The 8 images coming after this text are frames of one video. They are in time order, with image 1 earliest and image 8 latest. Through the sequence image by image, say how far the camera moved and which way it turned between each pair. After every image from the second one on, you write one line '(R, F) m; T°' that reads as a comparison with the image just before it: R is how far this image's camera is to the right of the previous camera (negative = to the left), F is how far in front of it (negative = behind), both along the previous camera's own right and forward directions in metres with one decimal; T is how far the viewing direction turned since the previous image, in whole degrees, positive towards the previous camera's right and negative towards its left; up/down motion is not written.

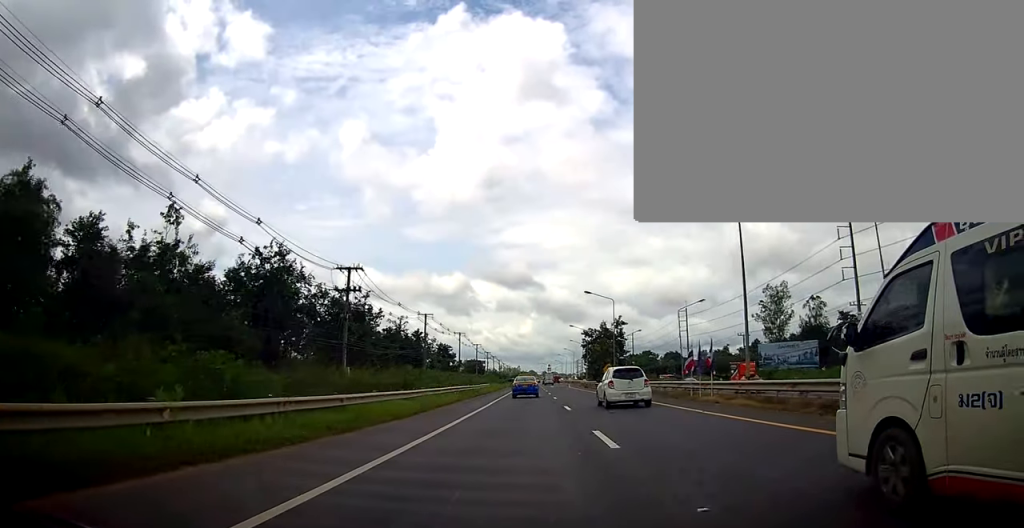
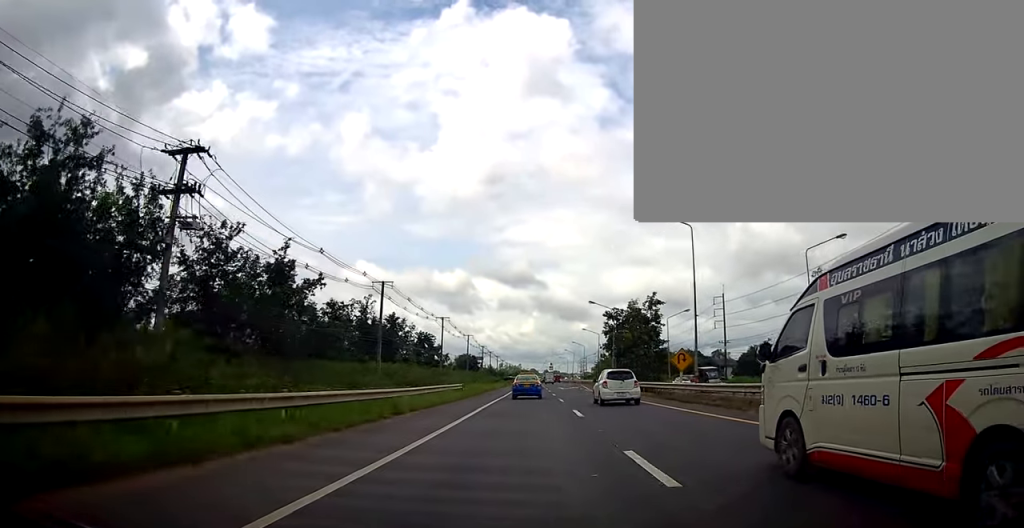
(-0.3, +27.3) m; +2°
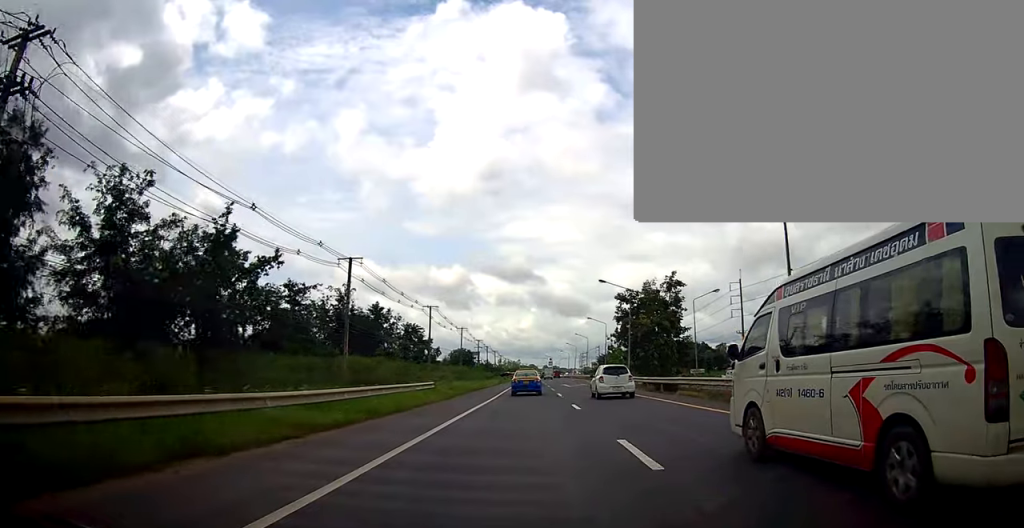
(+0.5, +11.3) m; 0°
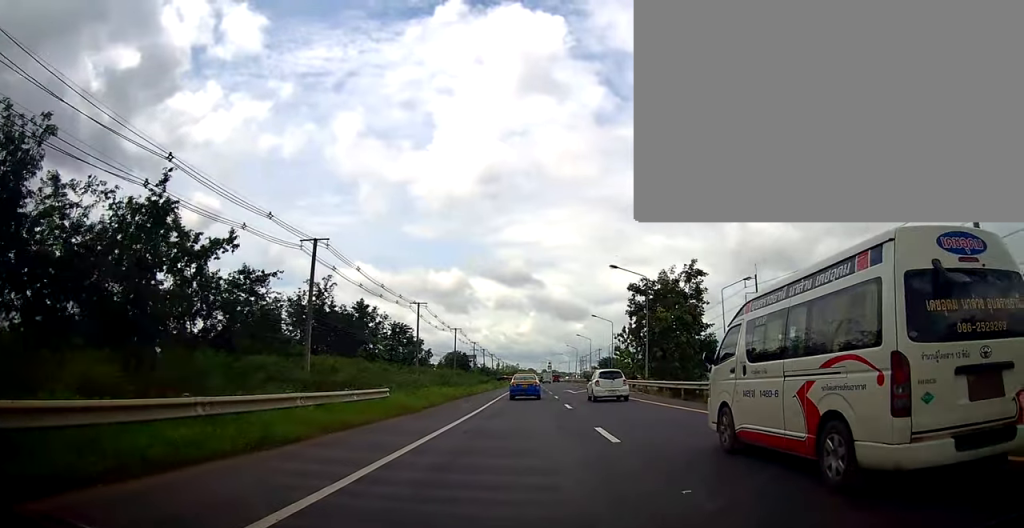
(0.0, +8.9) m; -1°
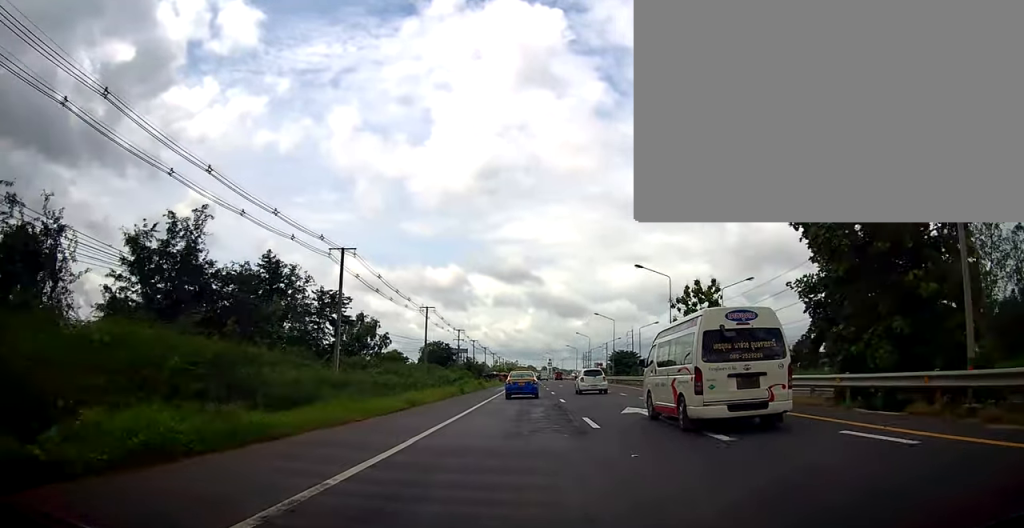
(-1.1, +34.9) m; -1°
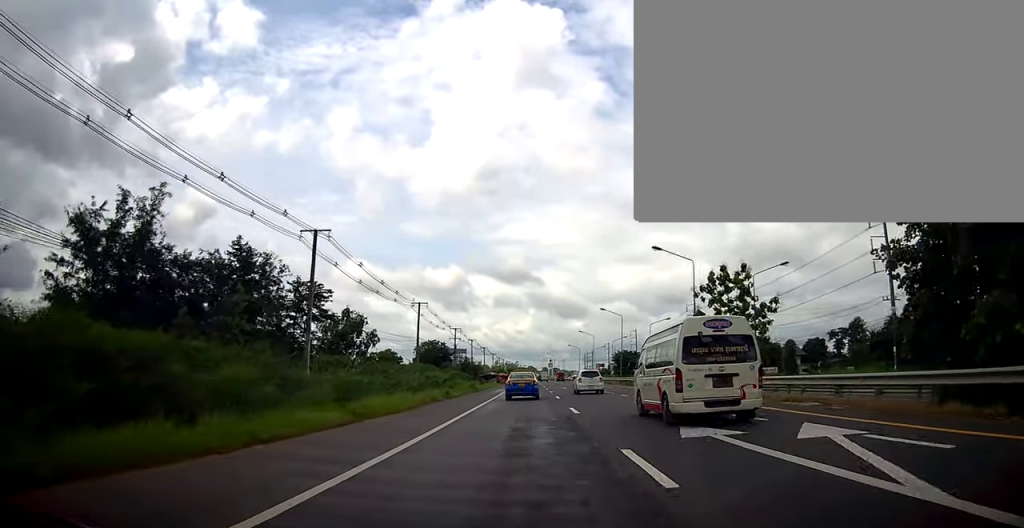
(0.0, +7.1) m; 0°
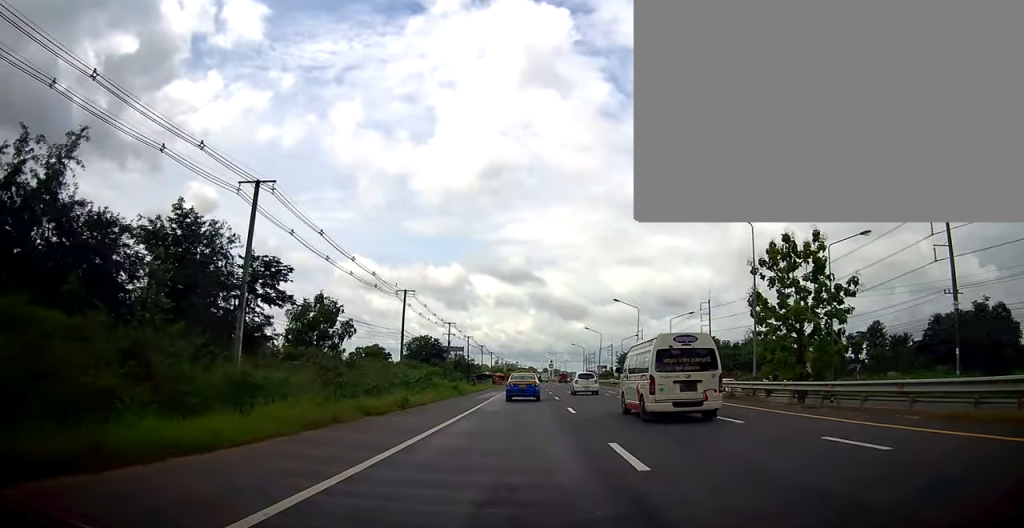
(0.0, +11.3) m; 0°
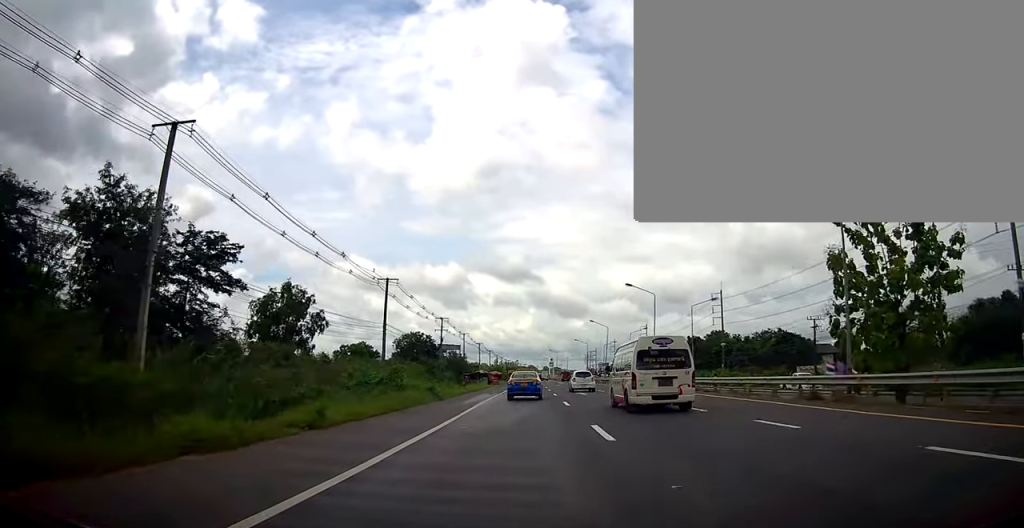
(0.0, +9.5) m; 0°
